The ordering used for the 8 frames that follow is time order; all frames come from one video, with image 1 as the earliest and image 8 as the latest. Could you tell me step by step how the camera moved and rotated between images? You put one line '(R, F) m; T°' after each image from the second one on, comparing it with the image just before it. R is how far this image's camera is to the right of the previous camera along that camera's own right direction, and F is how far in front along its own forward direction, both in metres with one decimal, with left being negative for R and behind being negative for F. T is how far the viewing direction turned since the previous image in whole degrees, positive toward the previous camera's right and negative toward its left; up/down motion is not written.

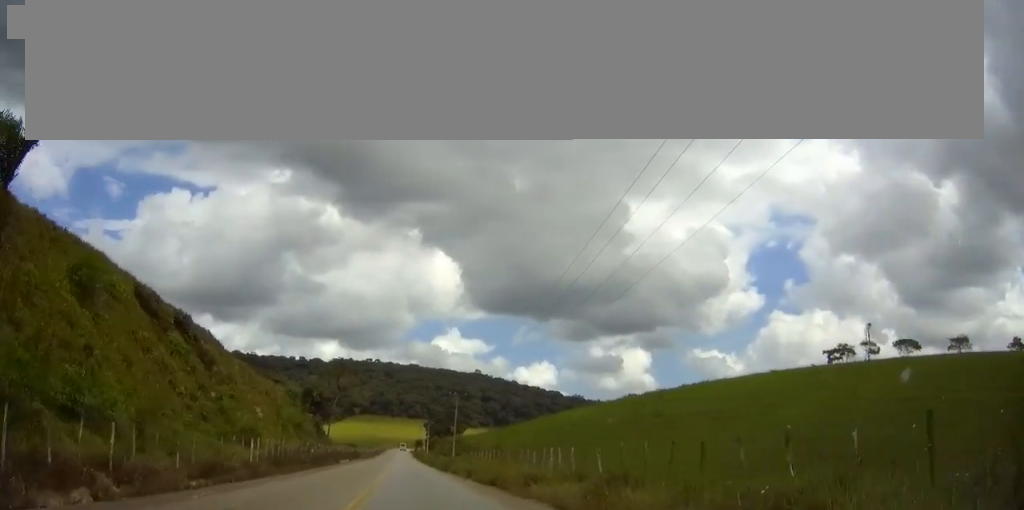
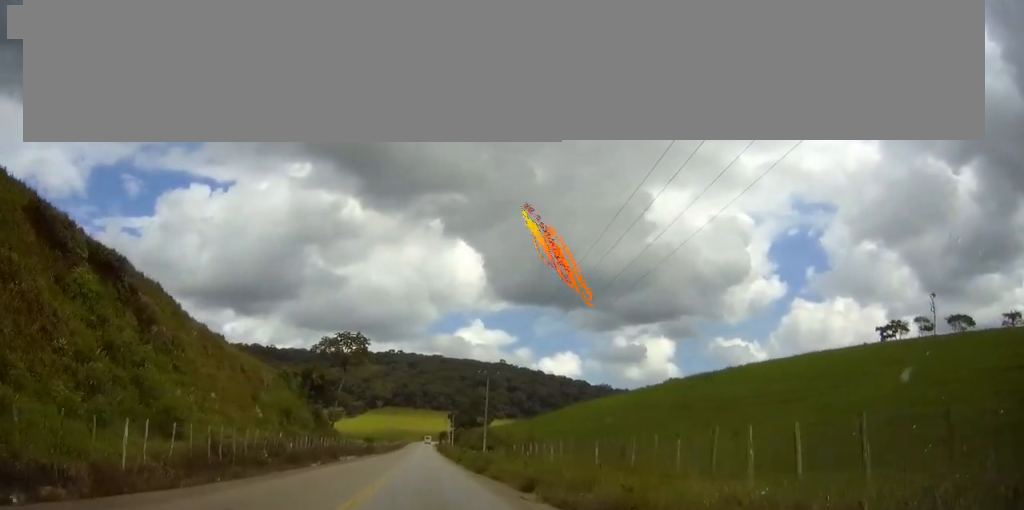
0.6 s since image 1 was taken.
(-0.6, +14.3) m; -3°
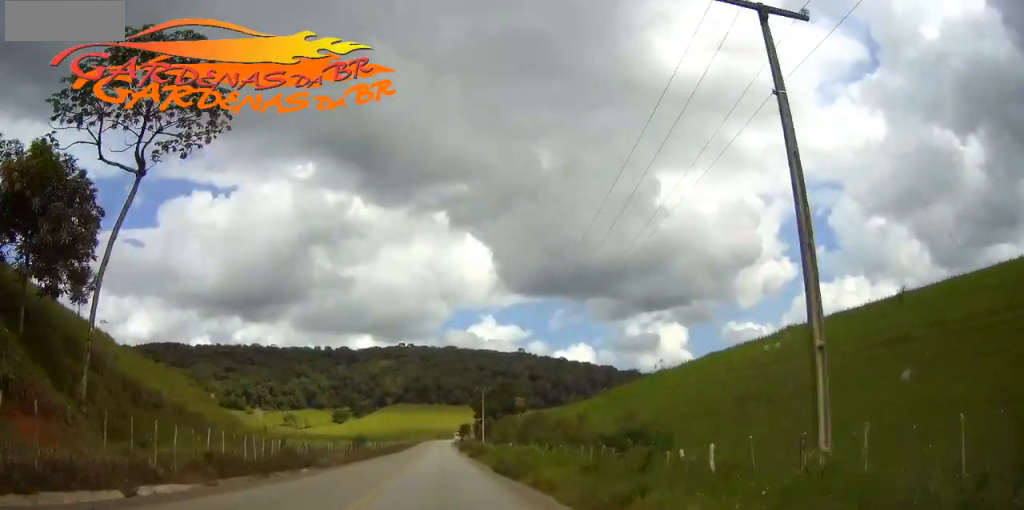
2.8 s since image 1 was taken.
(-2.8, +56.0) m; -4°
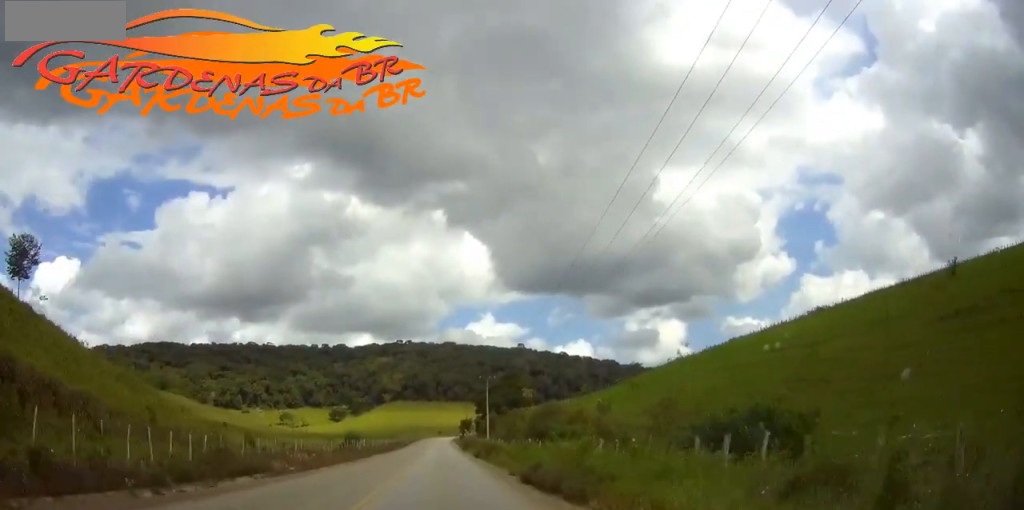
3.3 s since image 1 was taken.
(0.0, +11.1) m; 0°
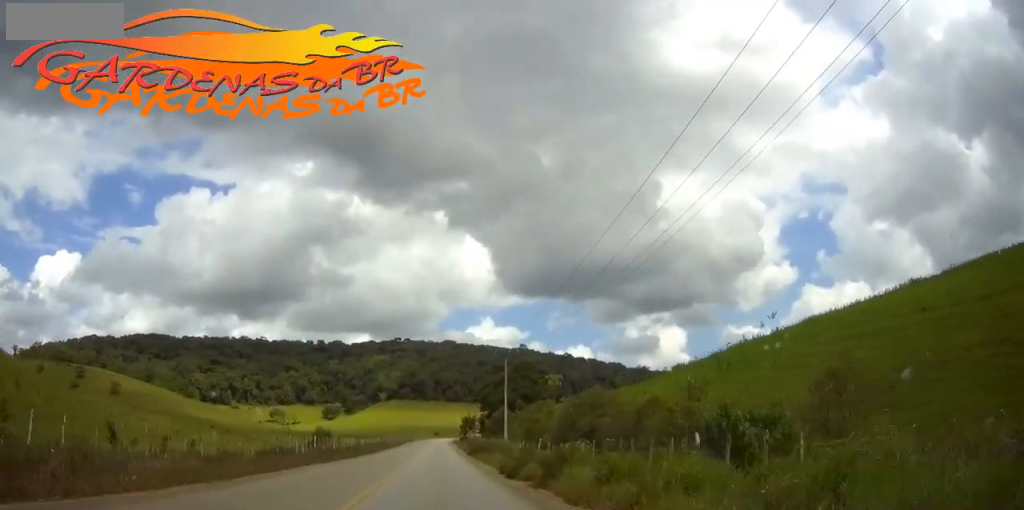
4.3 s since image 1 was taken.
(0.0, +26.3) m; 0°
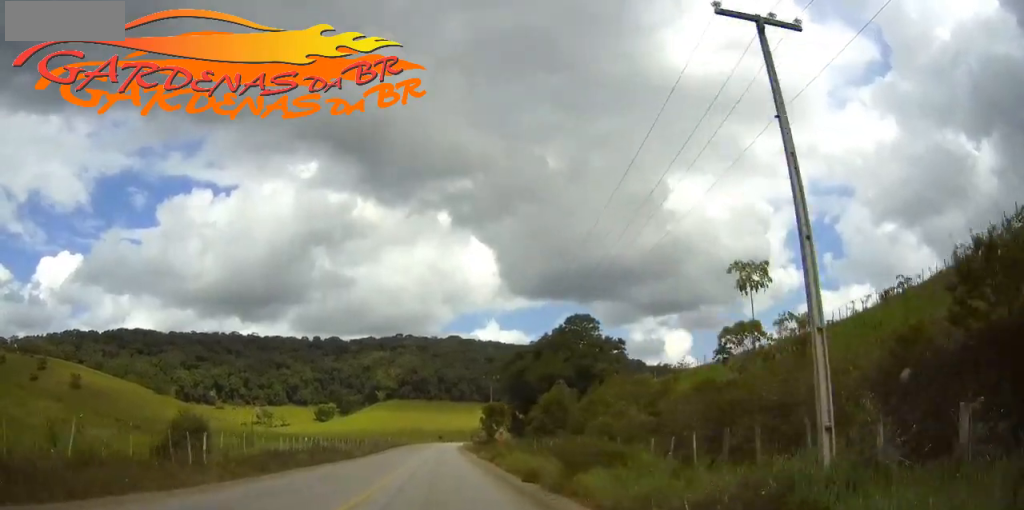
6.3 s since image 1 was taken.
(-0.1, +50.4) m; 0°
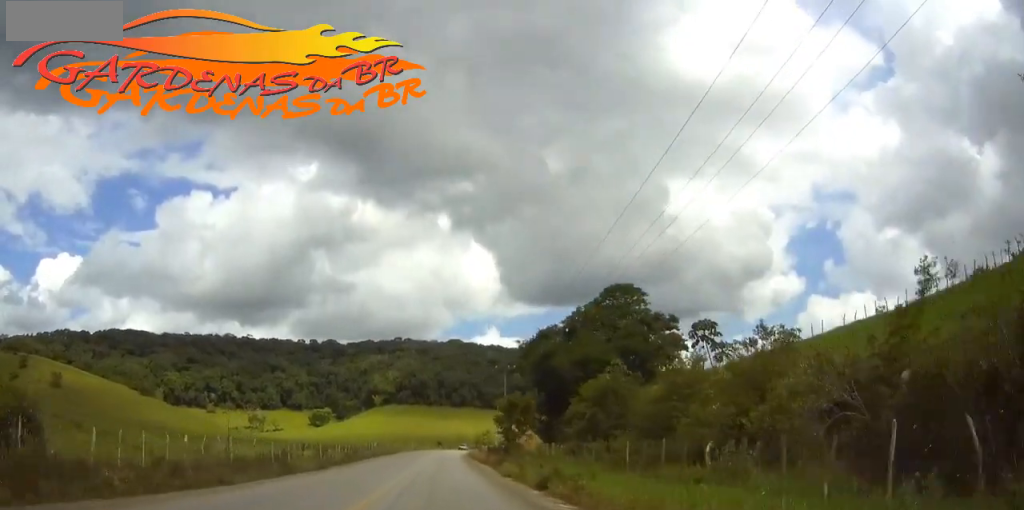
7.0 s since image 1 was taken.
(-0.1, +19.4) m; 0°
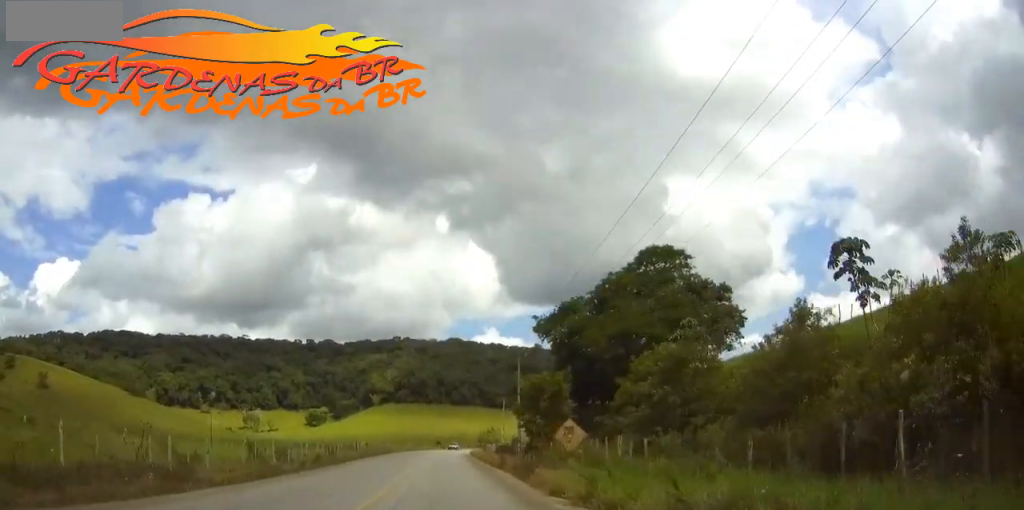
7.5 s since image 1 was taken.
(0.0, +12.4) m; 0°
